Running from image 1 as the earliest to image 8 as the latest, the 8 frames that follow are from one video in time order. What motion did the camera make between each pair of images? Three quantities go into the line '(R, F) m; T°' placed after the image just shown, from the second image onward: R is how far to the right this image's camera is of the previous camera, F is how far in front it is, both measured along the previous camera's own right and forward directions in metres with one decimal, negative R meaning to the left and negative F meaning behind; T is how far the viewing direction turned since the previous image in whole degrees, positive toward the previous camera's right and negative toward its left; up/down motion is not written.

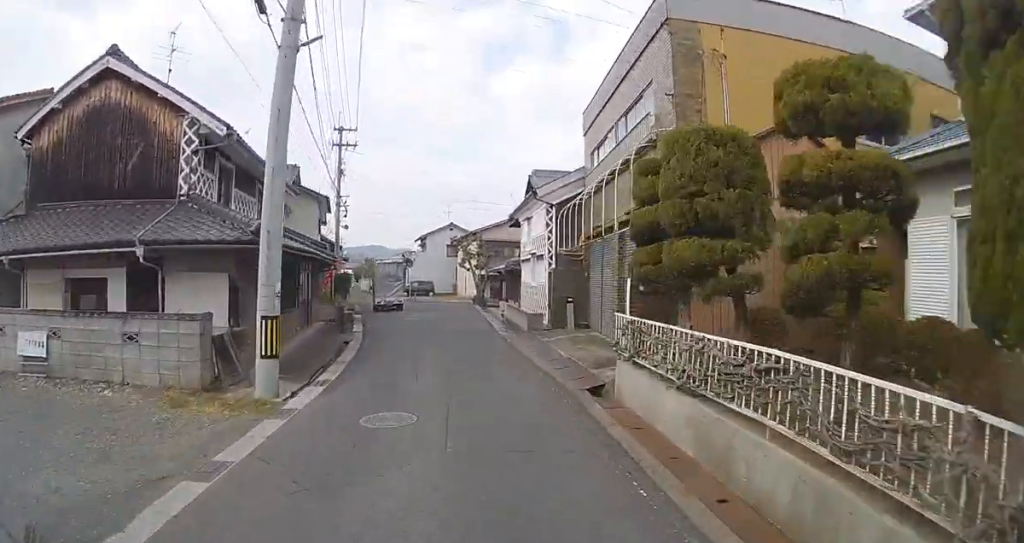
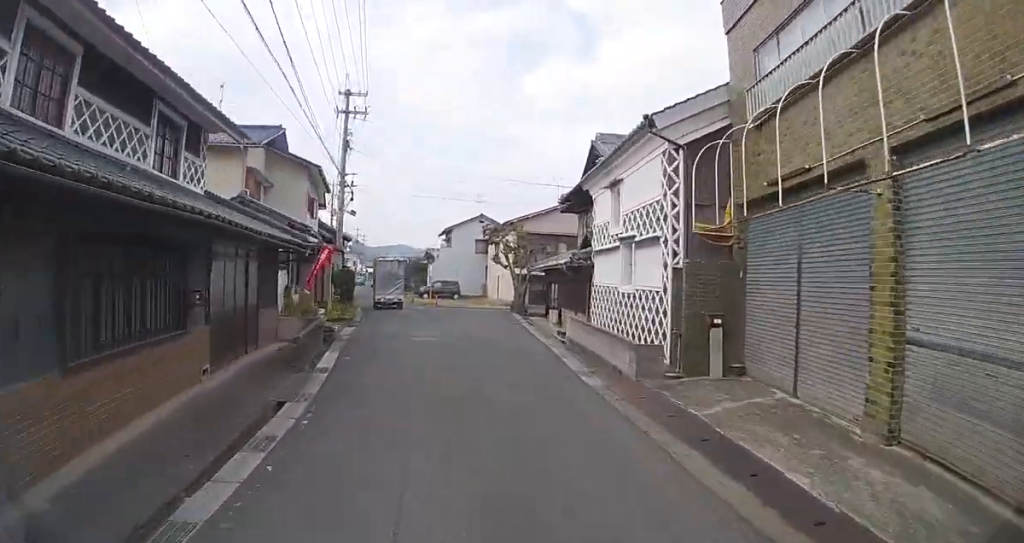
(0.0, +6.8) m; -3°
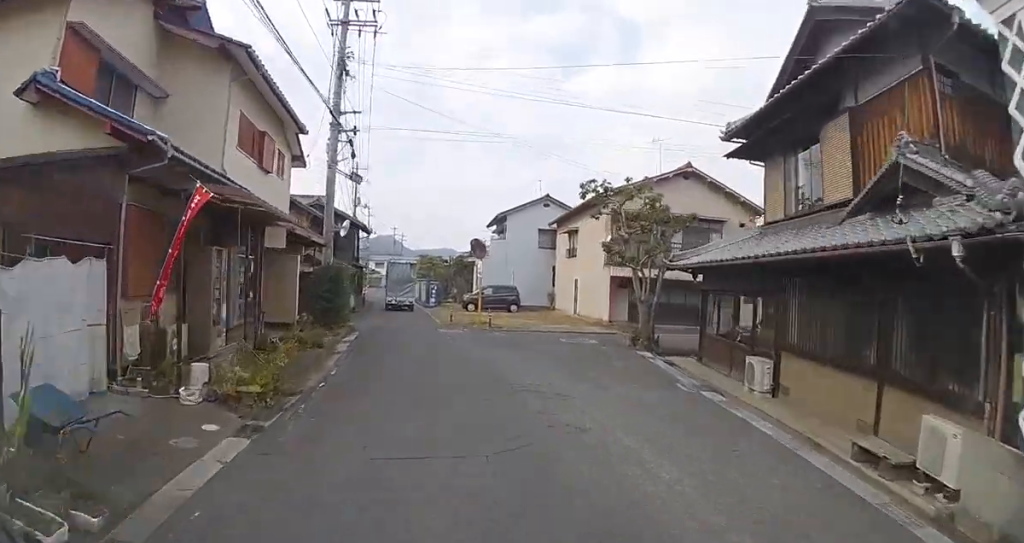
(-0.9, +10.9) m; -12°
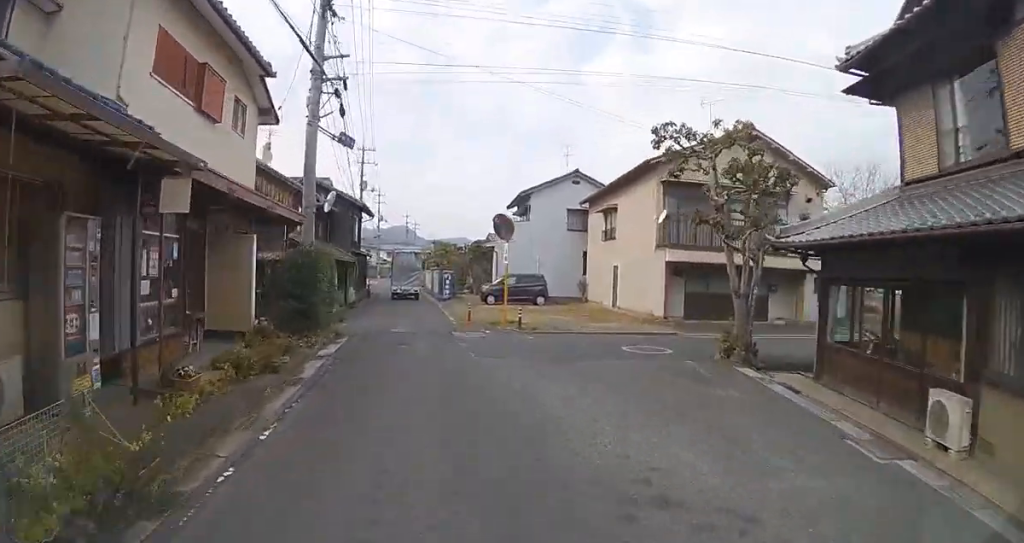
(-0.2, +4.2) m; -3°
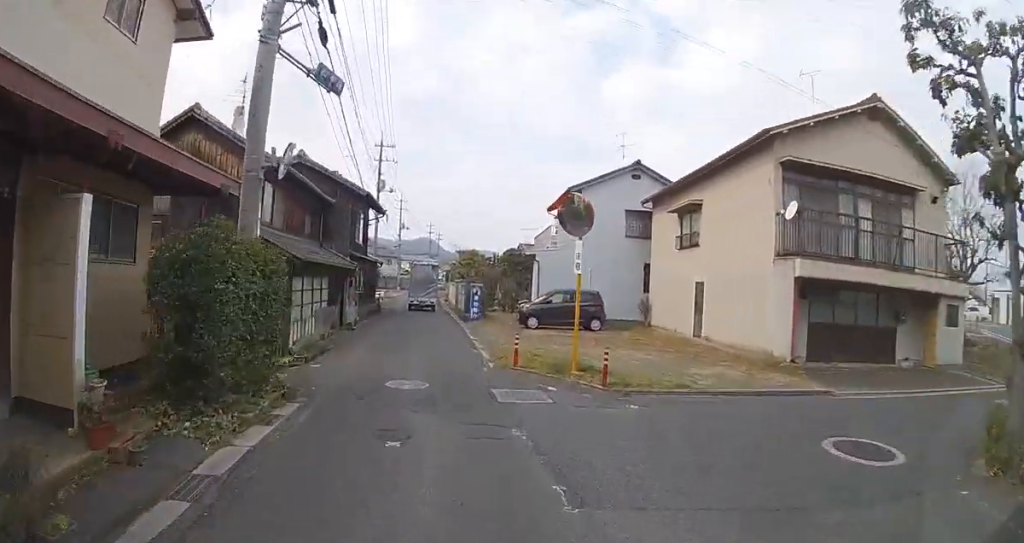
(-0.3, +5.6) m; -3°
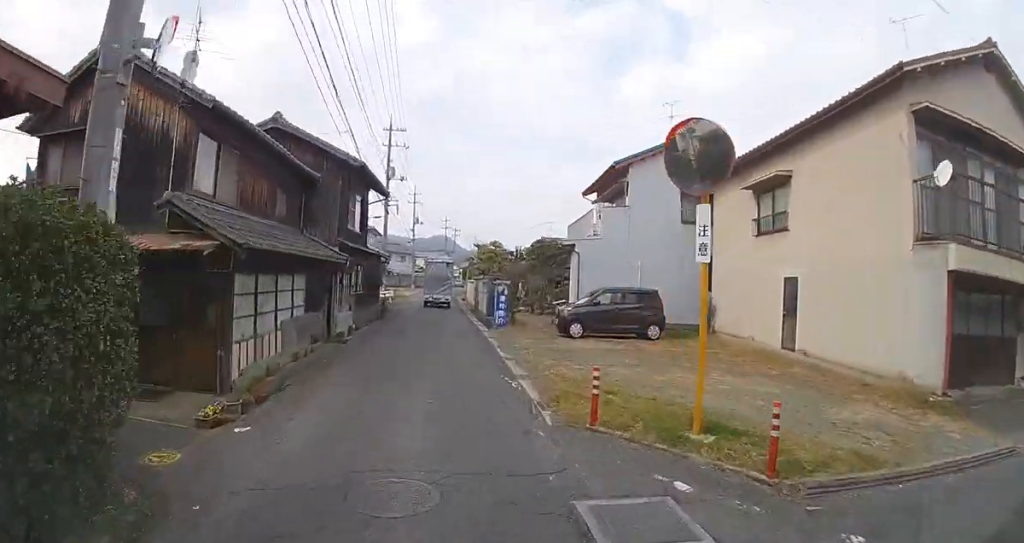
(0.0, +4.0) m; 0°
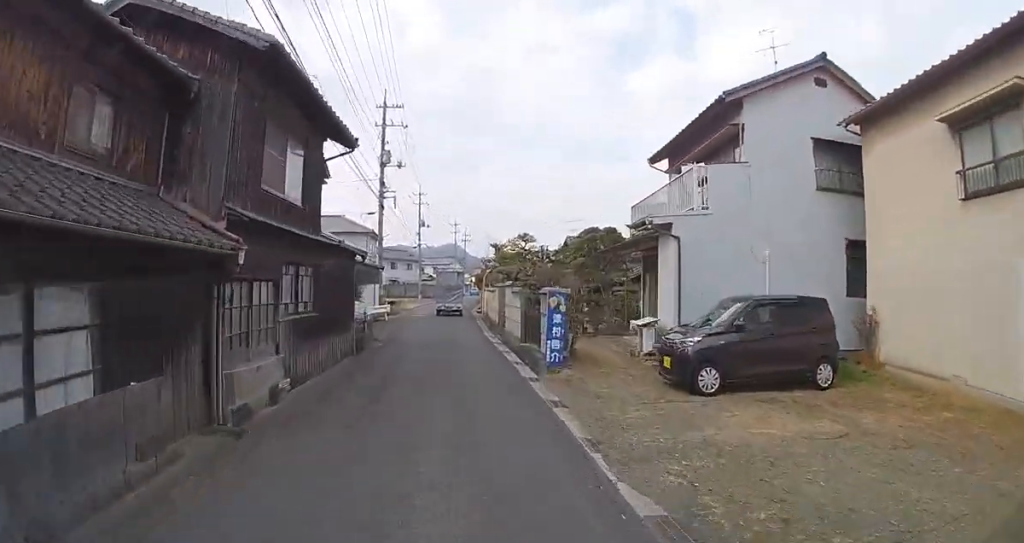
(0.0, +7.7) m; -1°
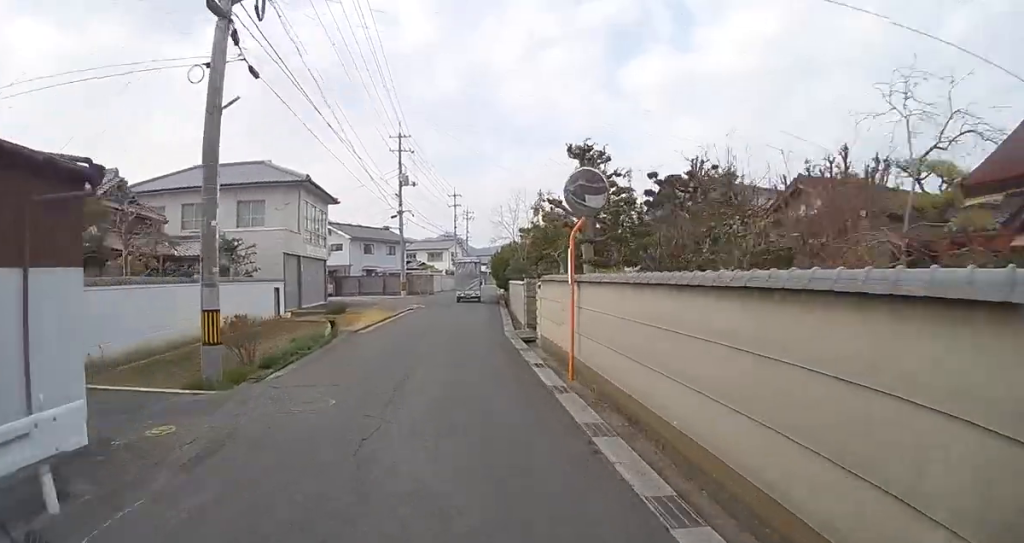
(-0.6, +21.7) m; -3°
